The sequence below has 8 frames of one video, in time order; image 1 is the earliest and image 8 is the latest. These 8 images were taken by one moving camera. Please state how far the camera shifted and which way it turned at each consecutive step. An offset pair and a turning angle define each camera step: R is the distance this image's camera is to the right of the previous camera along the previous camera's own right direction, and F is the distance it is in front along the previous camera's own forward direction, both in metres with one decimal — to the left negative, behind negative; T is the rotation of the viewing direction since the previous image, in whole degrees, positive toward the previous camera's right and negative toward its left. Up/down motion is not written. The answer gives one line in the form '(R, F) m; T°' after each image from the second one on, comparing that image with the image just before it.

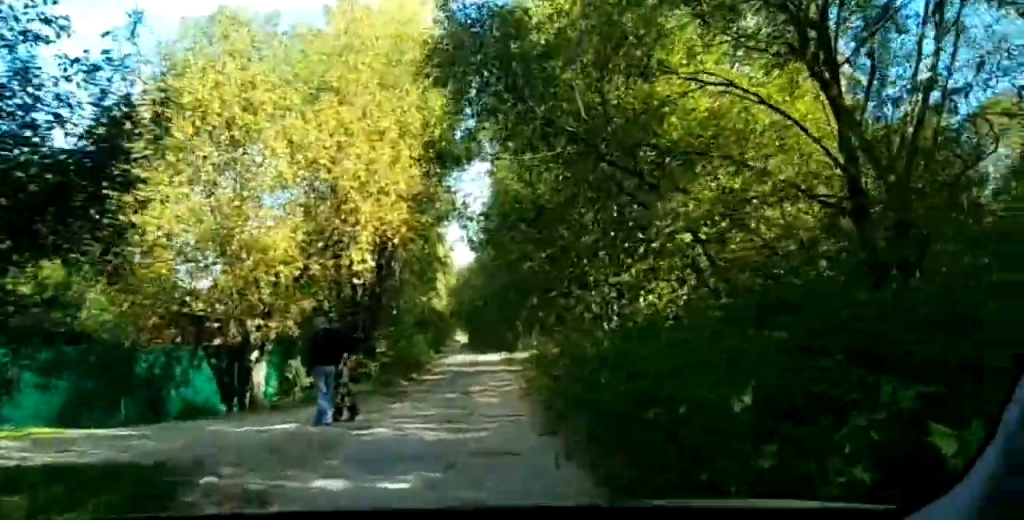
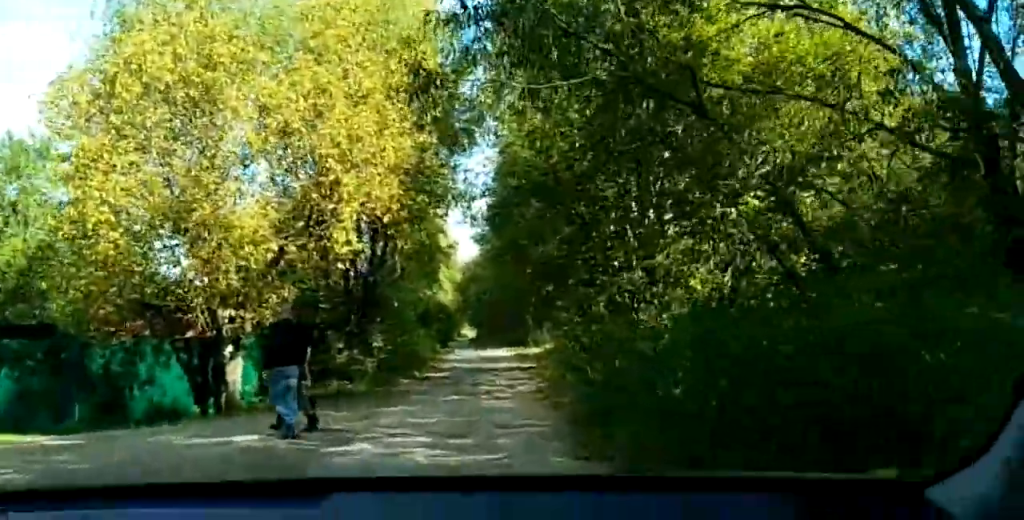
(0.0, +3.7) m; 0°
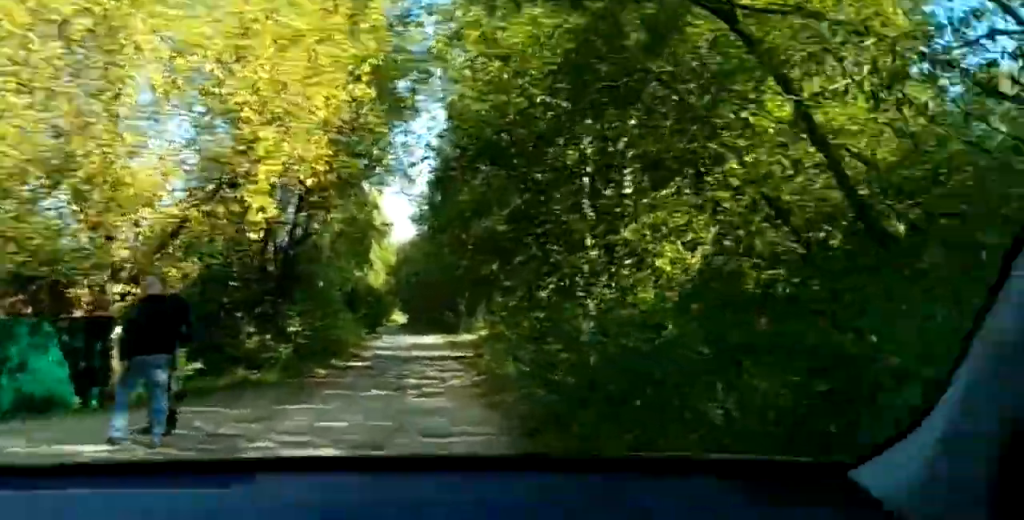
(0.0, +2.5) m; 0°
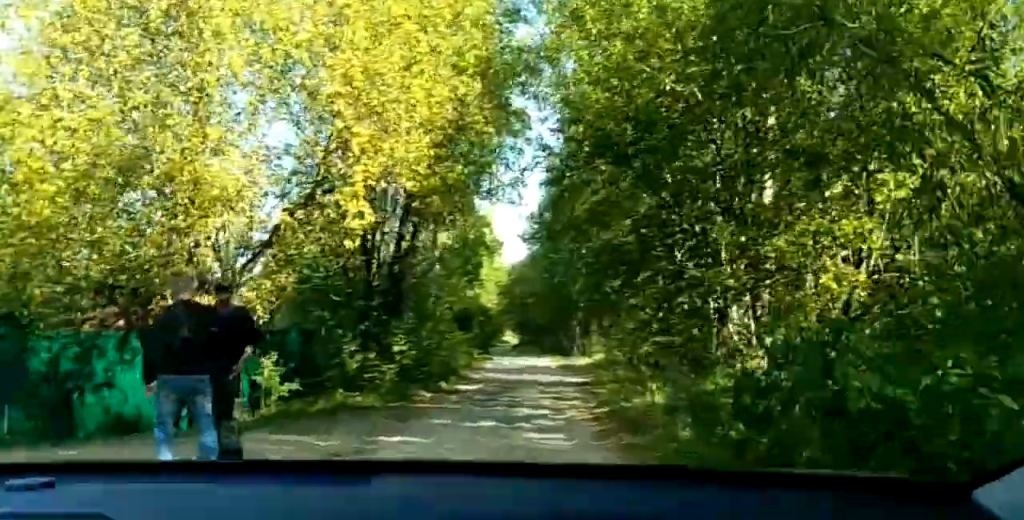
(0.0, +2.6) m; -1°
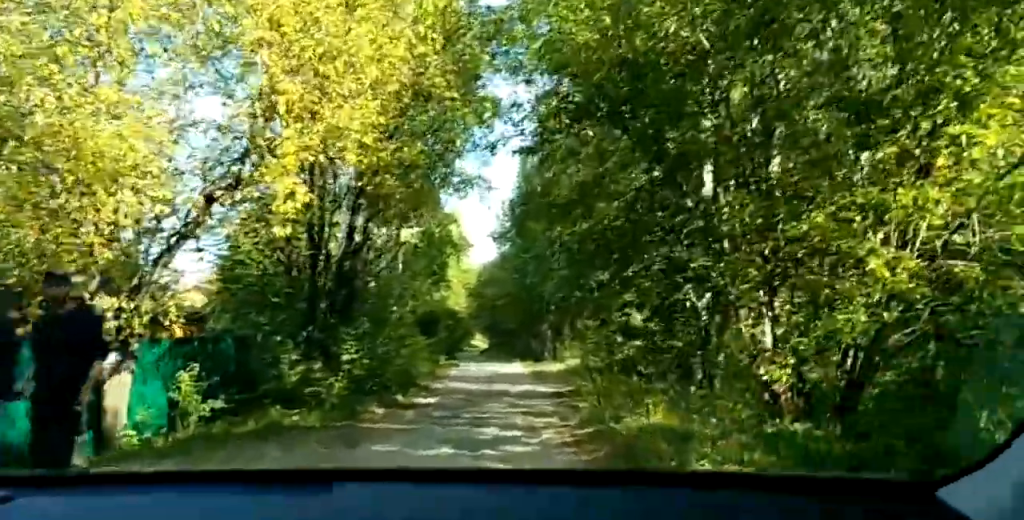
(0.0, +3.3) m; -2°
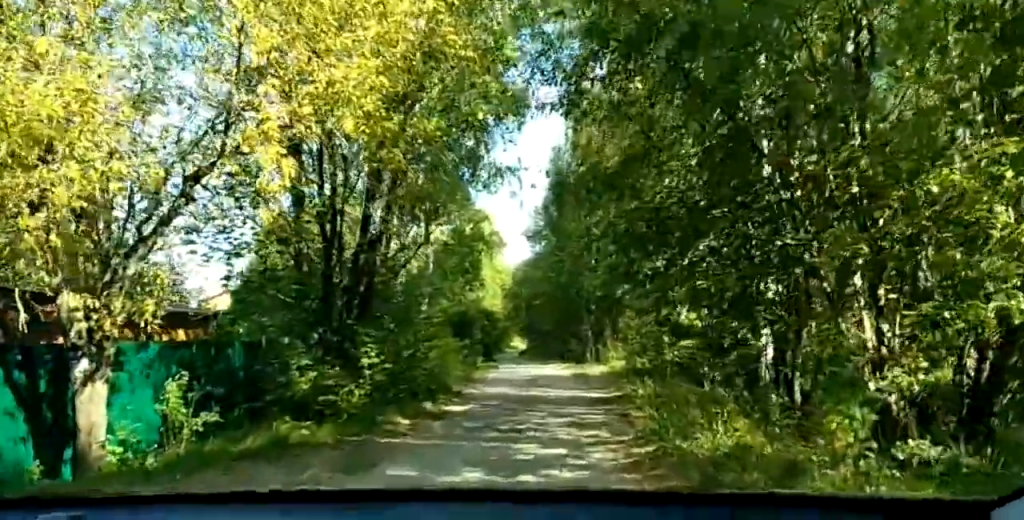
(-0.1, +2.9) m; -1°
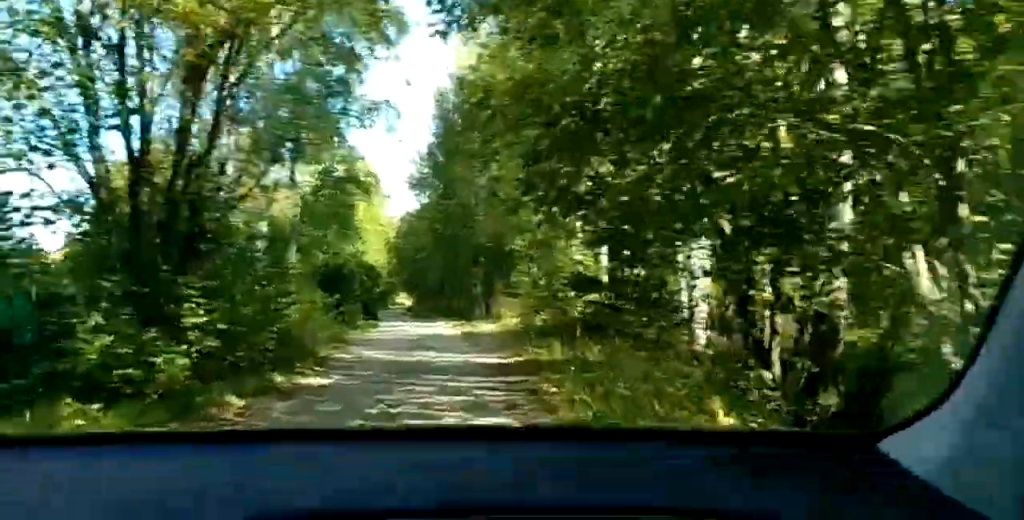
(0.0, +4.8) m; 0°
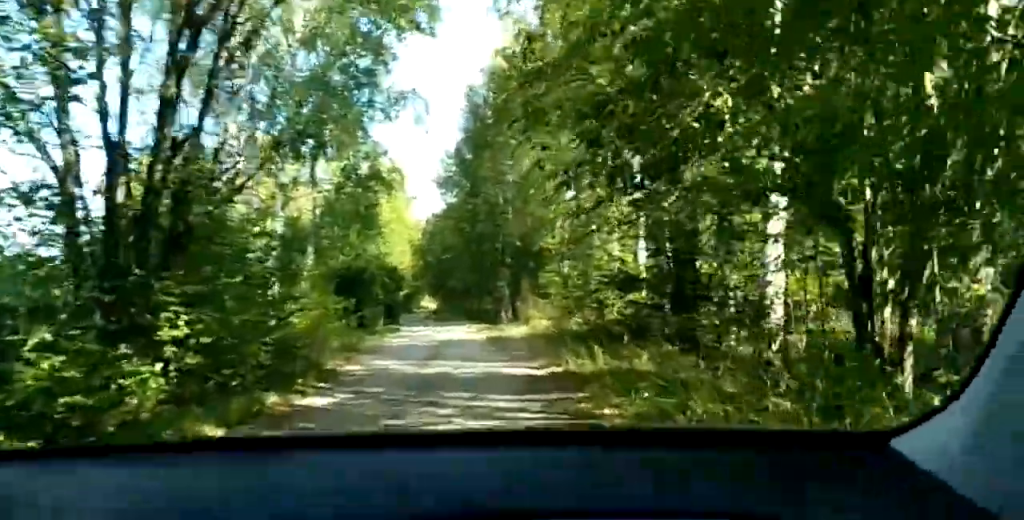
(0.0, +2.8) m; 0°
